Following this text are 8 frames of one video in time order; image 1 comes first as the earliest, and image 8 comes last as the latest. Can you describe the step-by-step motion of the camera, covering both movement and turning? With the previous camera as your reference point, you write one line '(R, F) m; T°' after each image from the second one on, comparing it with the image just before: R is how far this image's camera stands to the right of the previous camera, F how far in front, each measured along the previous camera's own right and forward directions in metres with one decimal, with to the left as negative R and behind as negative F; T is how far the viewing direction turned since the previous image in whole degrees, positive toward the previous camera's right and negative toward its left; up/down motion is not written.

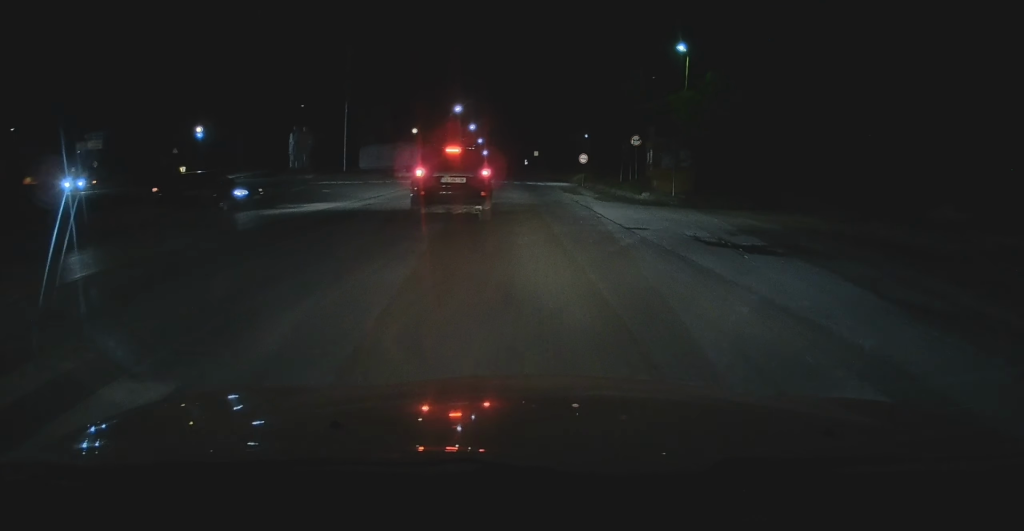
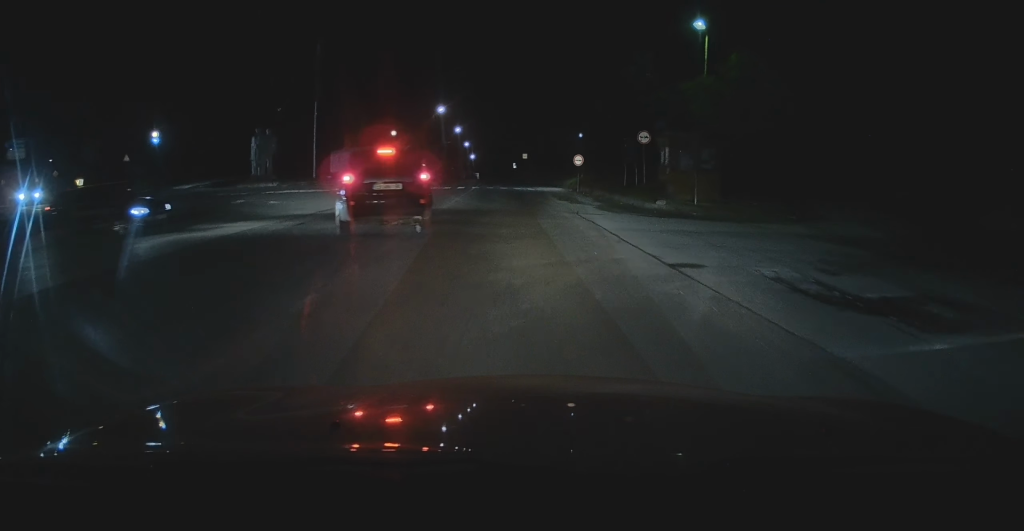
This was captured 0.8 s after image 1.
(0.0, +5.7) m; +1°
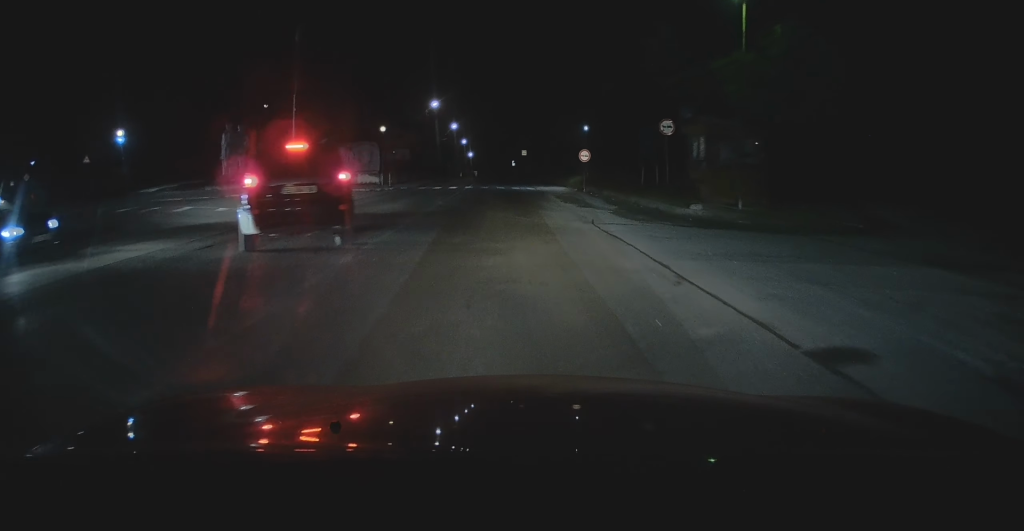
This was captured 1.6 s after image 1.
(+0.1, +5.2) m; +1°
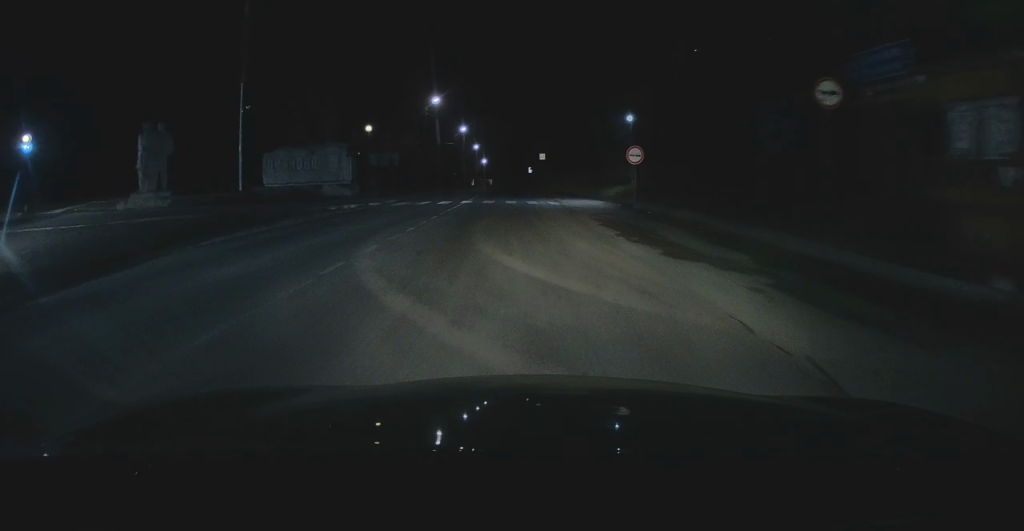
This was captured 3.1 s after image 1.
(-0.1, +12.6) m; -1°
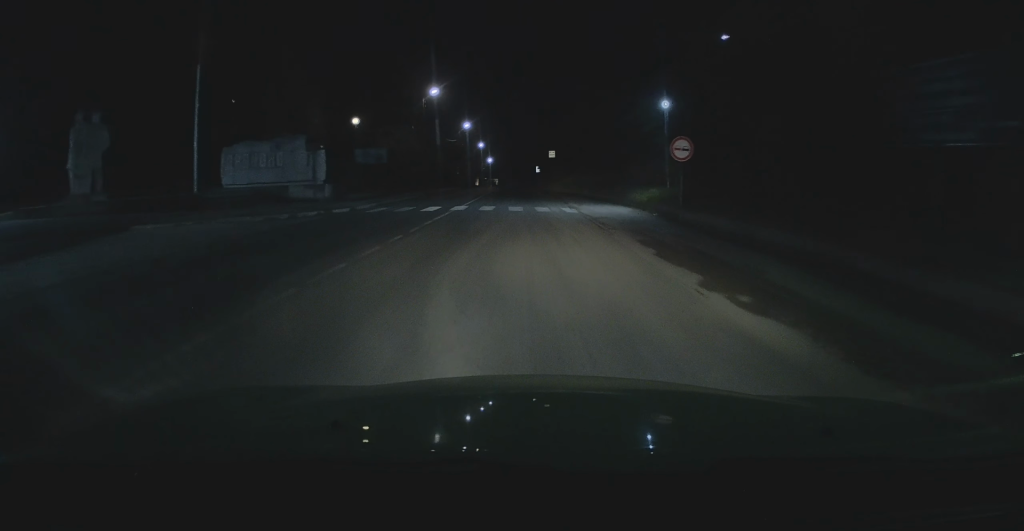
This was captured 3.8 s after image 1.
(0.0, +6.6) m; 0°
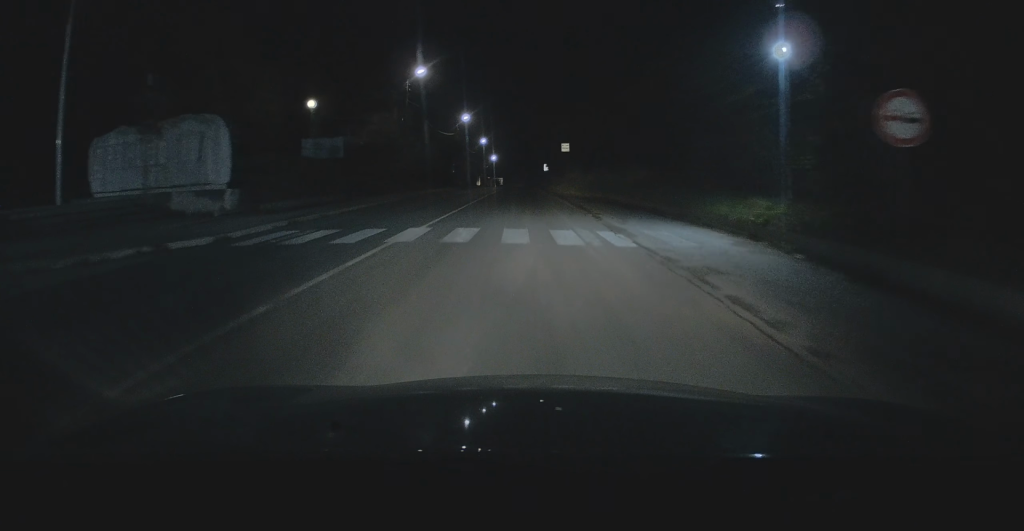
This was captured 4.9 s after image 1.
(+0.1, +11.6) m; 0°
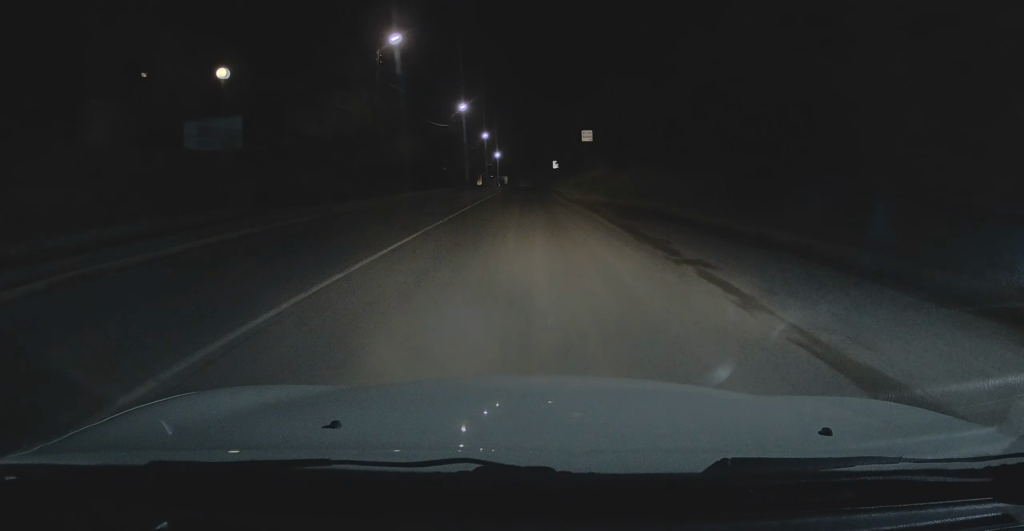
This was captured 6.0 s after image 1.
(0.0, +12.1) m; -1°
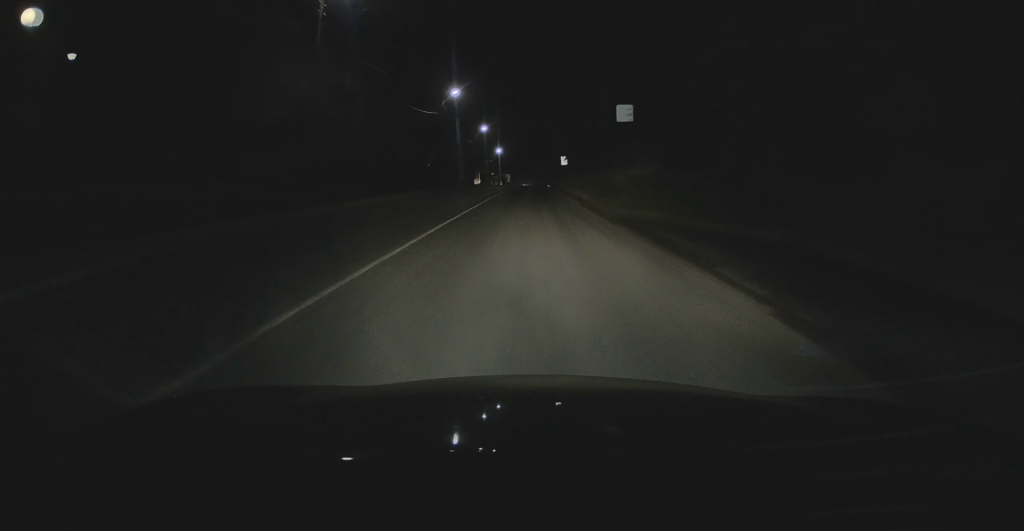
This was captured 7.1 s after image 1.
(-0.2, +11.4) m; -1°
